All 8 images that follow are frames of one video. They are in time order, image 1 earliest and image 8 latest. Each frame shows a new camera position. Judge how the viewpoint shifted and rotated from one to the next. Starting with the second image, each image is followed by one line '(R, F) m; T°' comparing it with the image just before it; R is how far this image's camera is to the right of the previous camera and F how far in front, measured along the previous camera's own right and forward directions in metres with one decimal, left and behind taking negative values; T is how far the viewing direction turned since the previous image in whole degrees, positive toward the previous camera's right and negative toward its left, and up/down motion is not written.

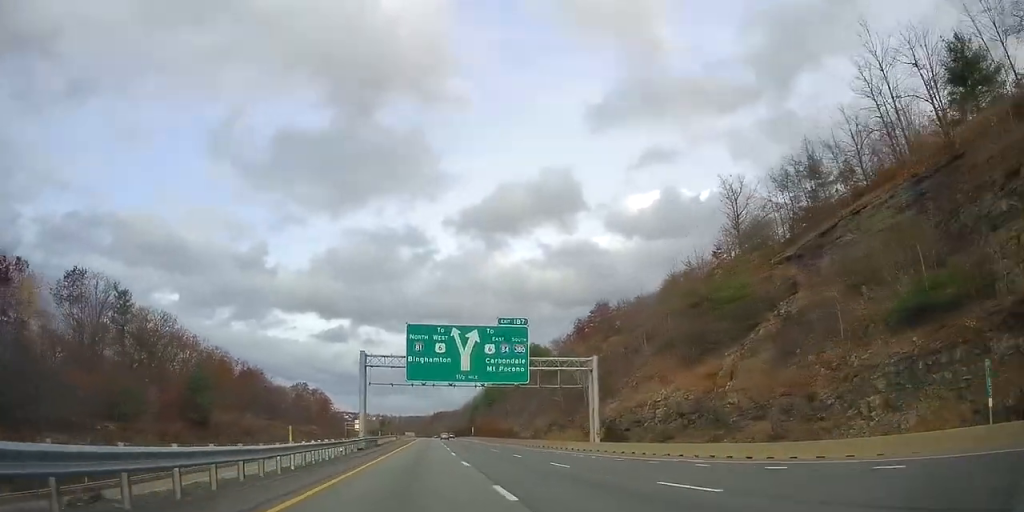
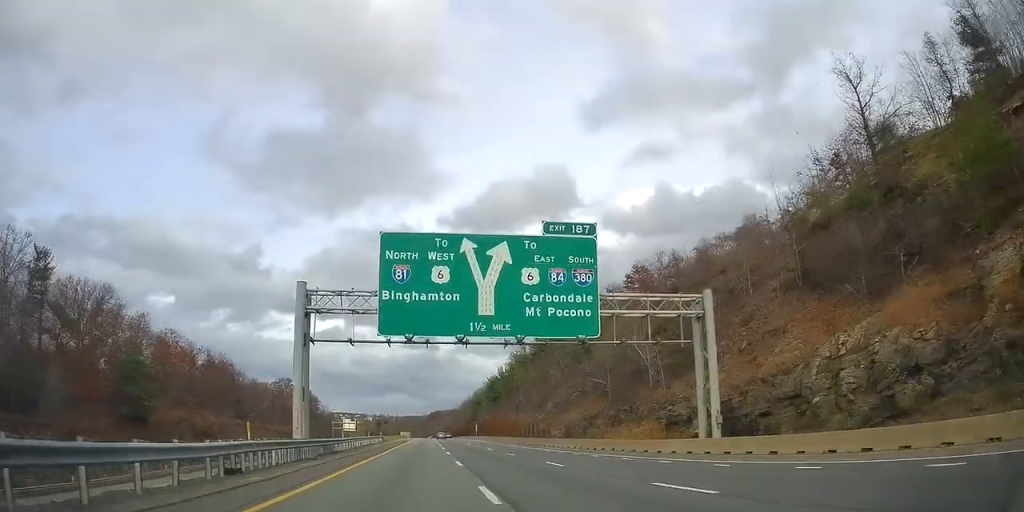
(-0.3, +24.8) m; -1°
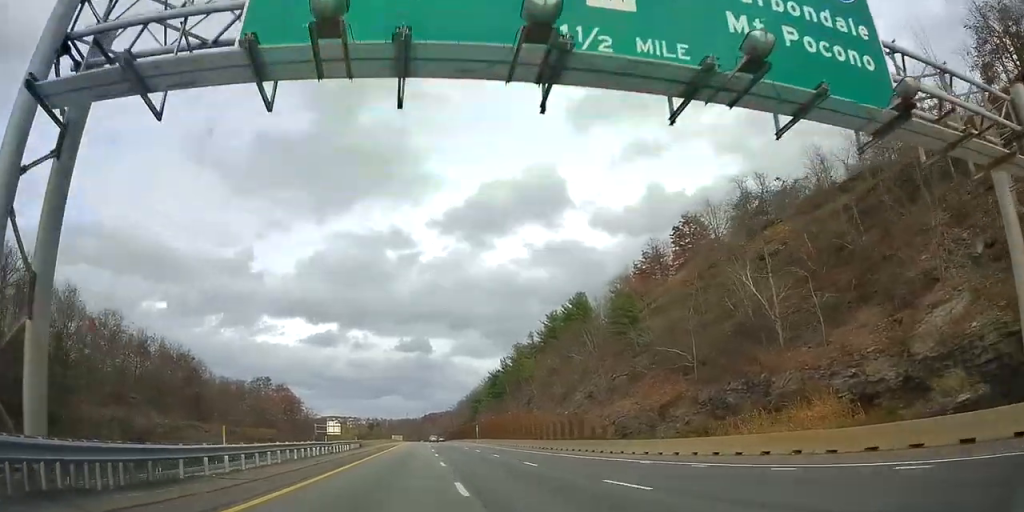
(-0.2, +22.4) m; 0°
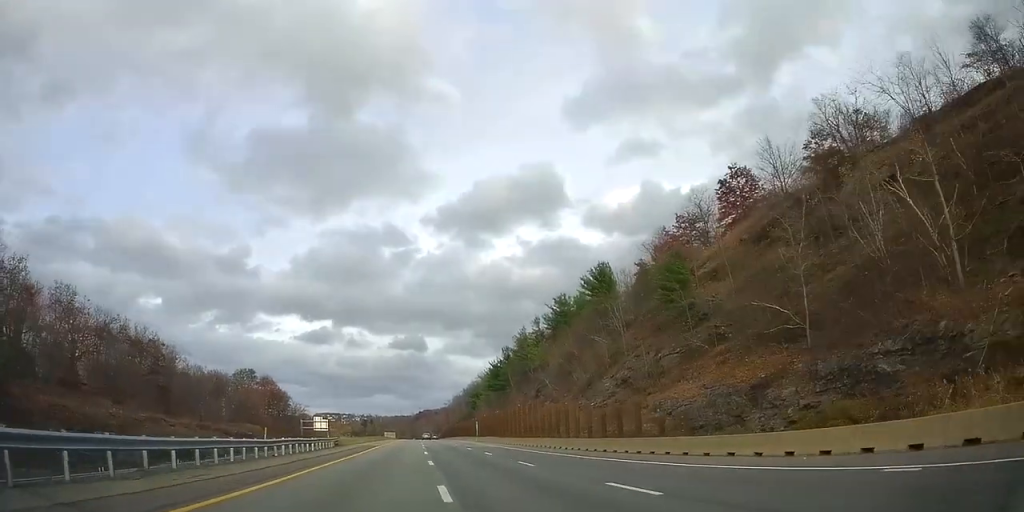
(-0.1, +13.9) m; 0°
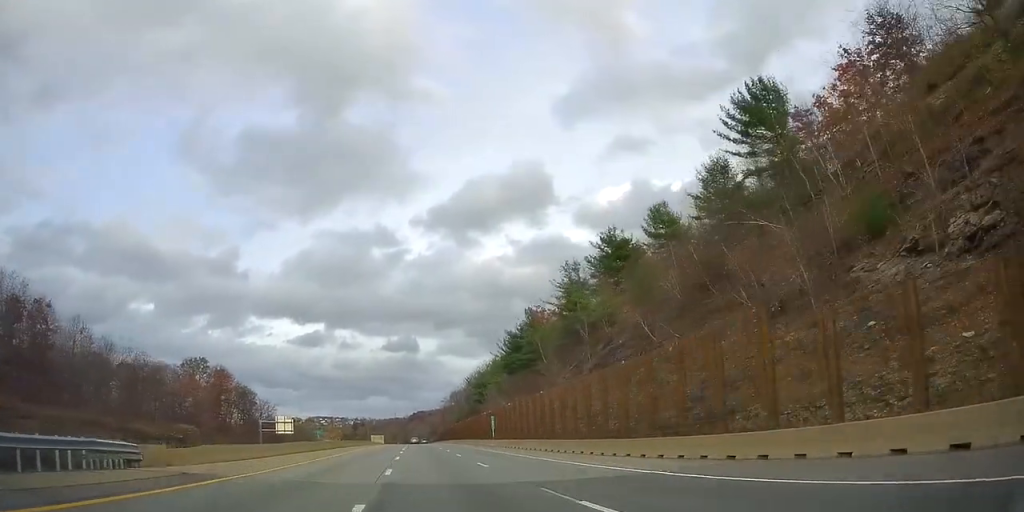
(+0.7, +39.8) m; +1°
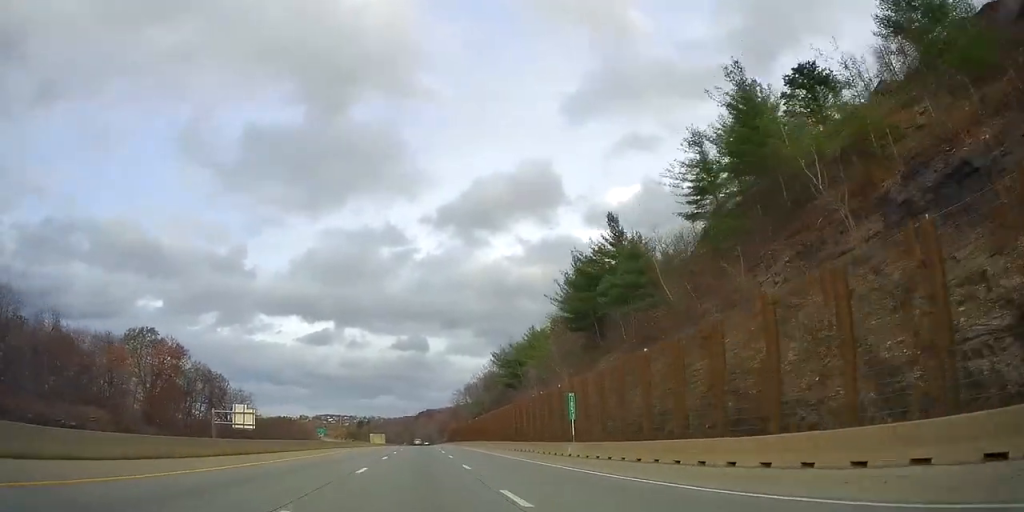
(-0.1, +38.3) m; -1°
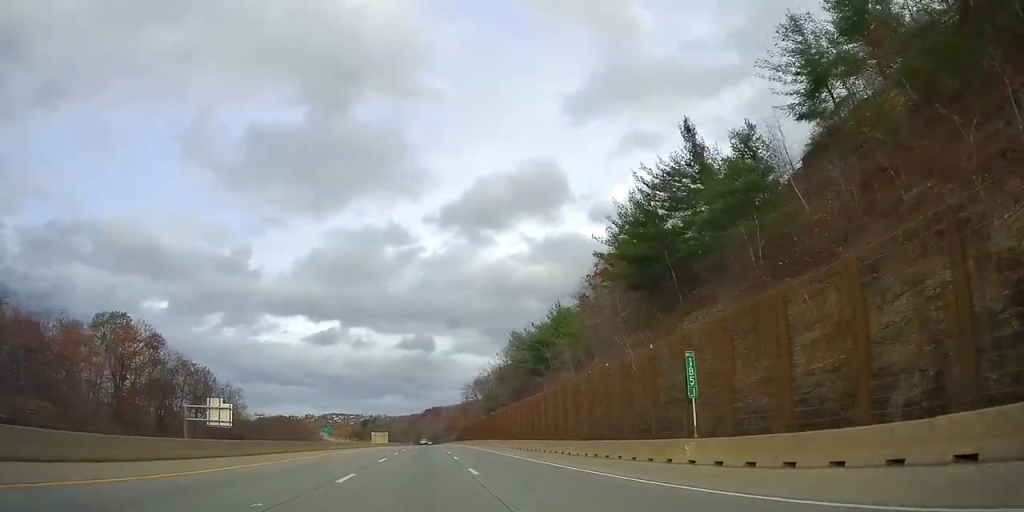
(0.0, +15.9) m; 0°
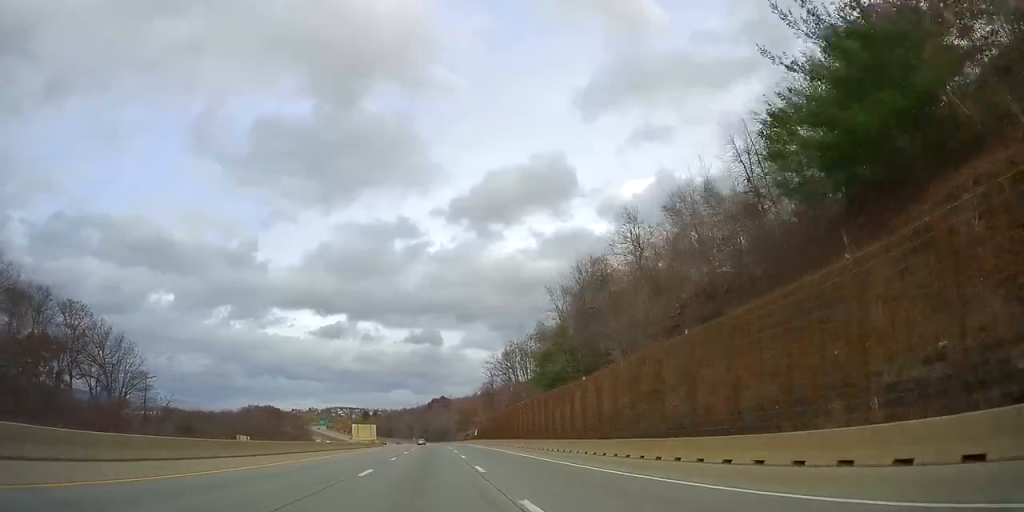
(-0.3, +60.4) m; -1°
